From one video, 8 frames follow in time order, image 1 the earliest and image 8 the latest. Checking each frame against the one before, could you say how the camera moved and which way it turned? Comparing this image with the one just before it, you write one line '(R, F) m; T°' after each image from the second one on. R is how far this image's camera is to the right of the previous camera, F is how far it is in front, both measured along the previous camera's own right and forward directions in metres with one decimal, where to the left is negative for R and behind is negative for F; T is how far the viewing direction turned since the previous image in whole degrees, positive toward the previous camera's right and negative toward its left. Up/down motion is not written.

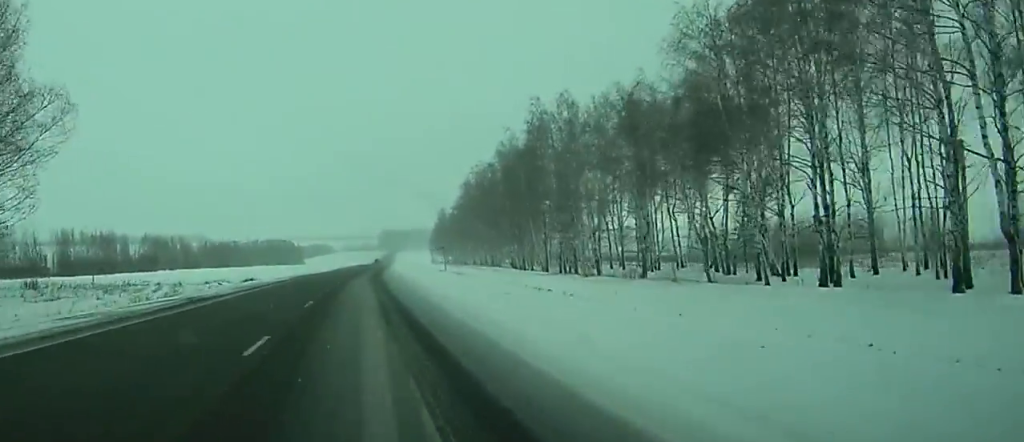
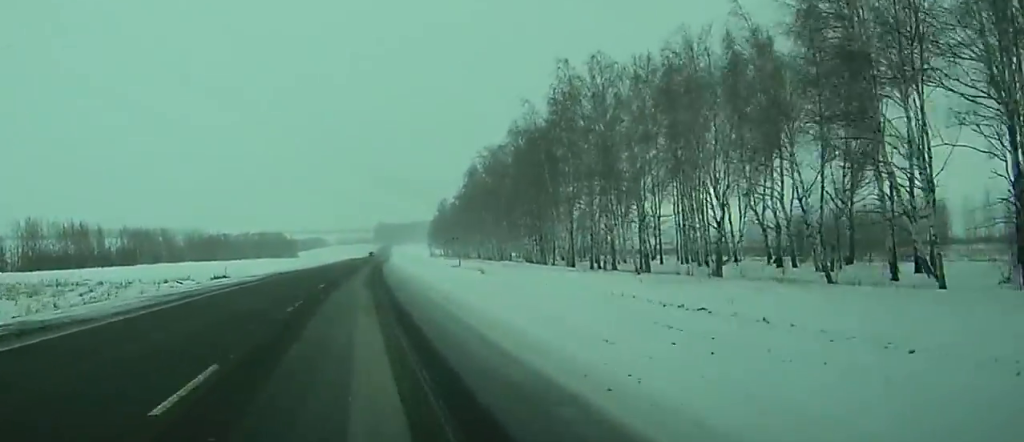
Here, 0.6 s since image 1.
(0.0, +16.8) m; 0°
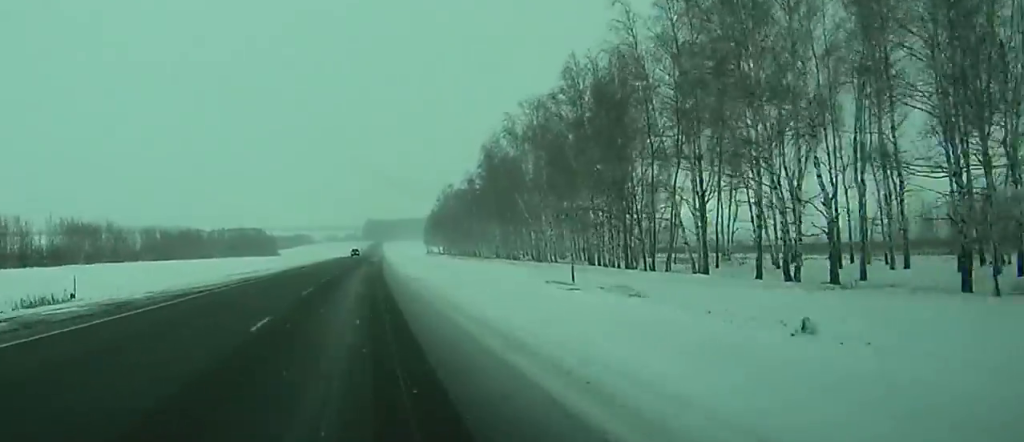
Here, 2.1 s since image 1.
(-0.1, +41.0) m; 0°
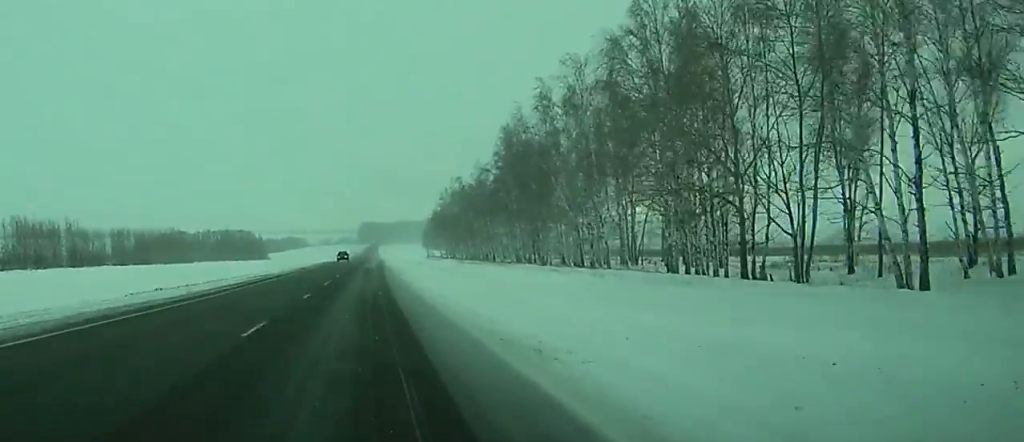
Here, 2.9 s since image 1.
(0.0, +24.3) m; 0°
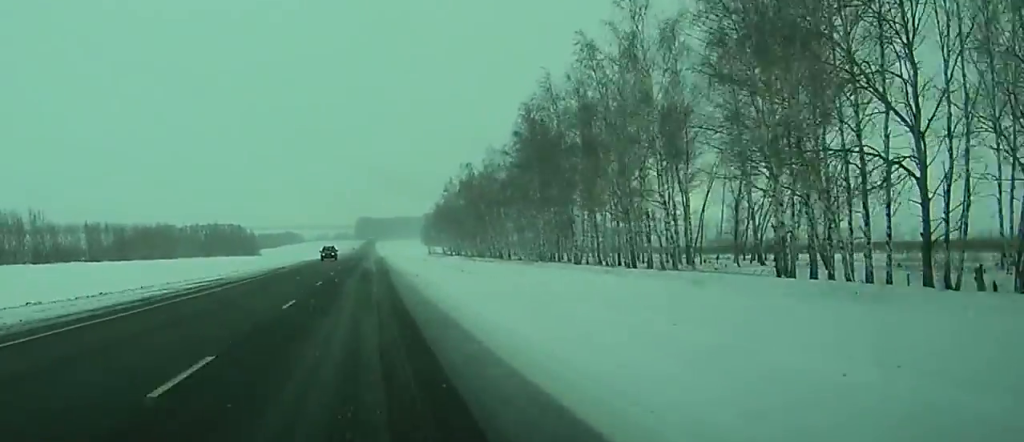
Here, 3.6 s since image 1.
(0.0, +17.8) m; 0°
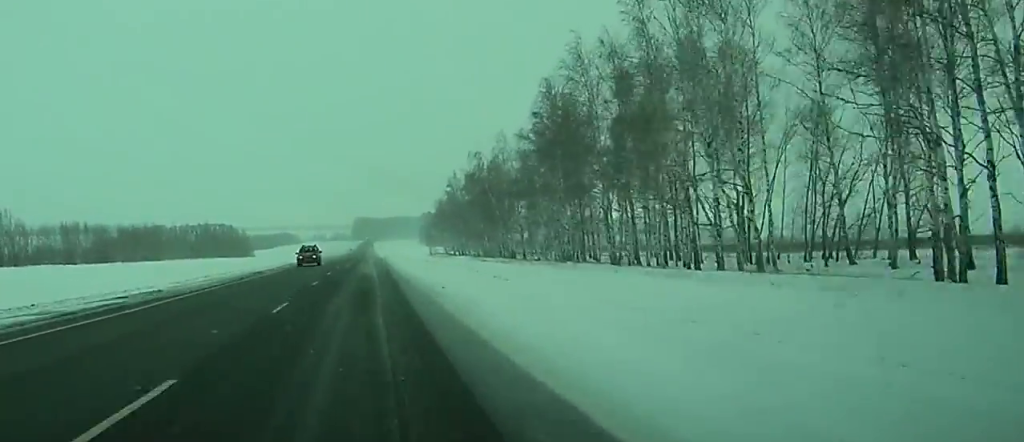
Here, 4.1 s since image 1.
(+0.1, +14.2) m; 0°
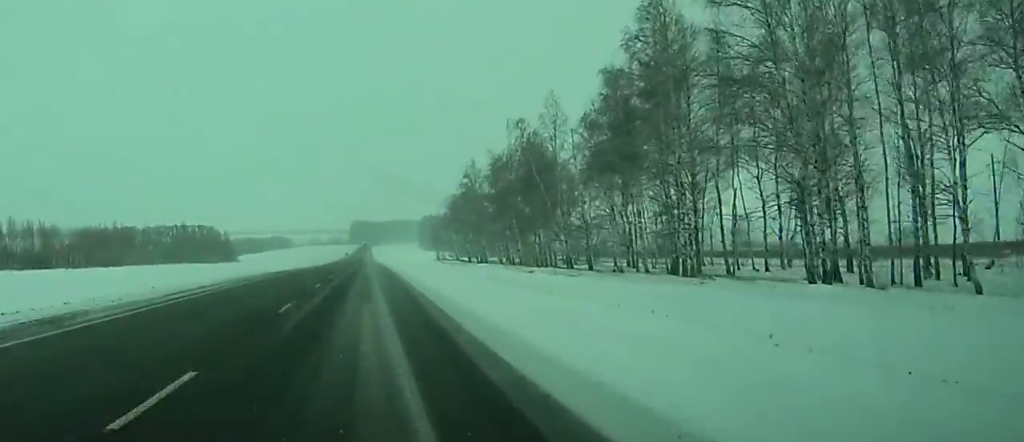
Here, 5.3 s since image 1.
(+0.2, +35.1) m; +1°
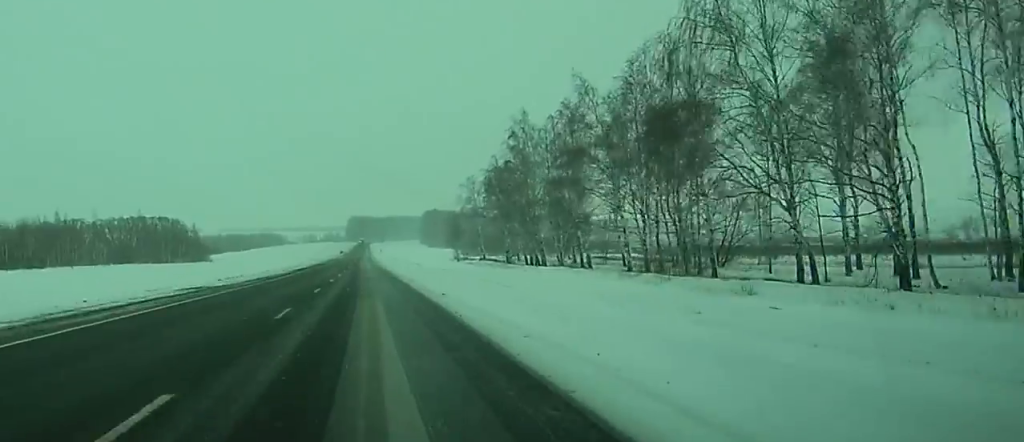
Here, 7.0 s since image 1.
(+0.2, +49.7) m; 0°
